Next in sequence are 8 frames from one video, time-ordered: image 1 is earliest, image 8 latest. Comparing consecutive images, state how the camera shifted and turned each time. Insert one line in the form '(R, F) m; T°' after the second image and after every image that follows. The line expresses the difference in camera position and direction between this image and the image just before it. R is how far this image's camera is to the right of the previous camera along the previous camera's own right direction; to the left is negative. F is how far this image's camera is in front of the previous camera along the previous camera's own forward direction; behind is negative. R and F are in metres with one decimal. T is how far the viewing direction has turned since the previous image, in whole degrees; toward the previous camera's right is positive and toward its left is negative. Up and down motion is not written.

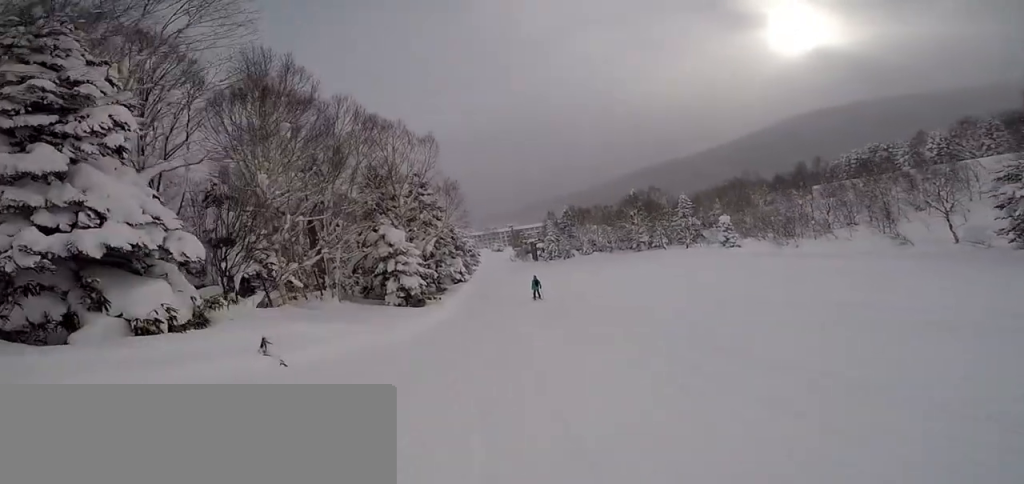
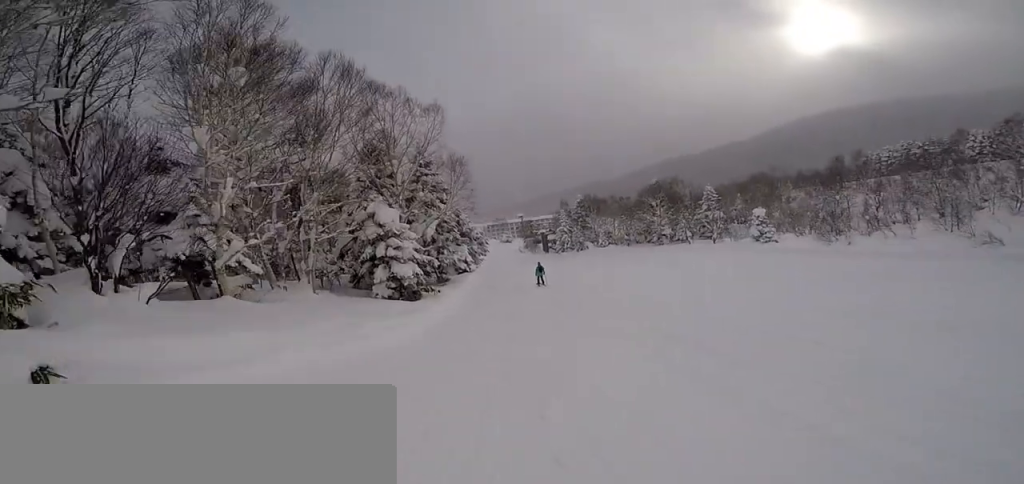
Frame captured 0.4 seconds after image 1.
(0.0, +4.3) m; 0°
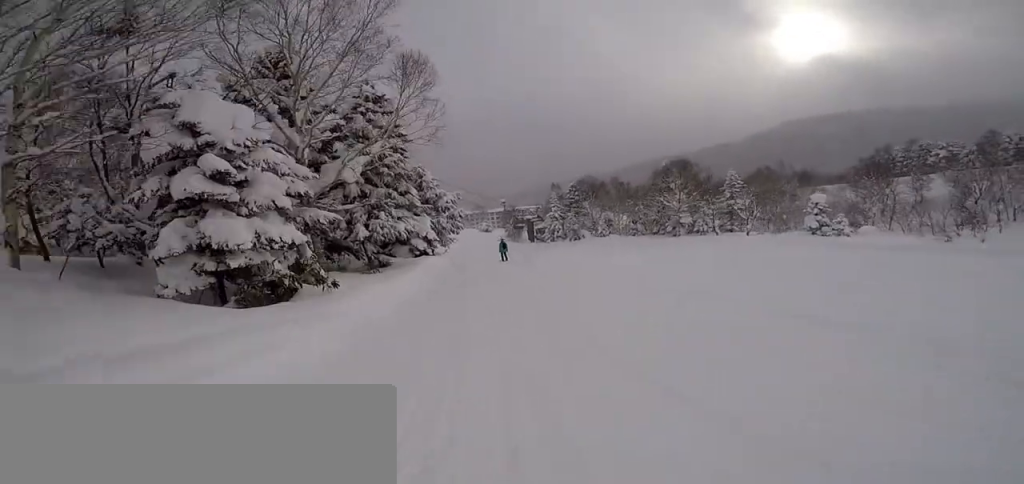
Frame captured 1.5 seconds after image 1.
(0.0, +11.5) m; 0°
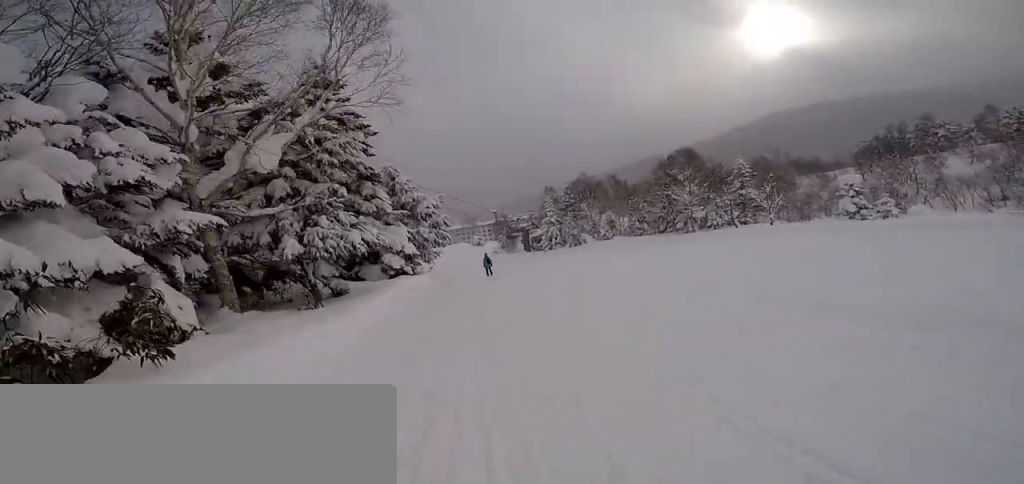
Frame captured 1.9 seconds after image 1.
(0.0, +4.9) m; 0°
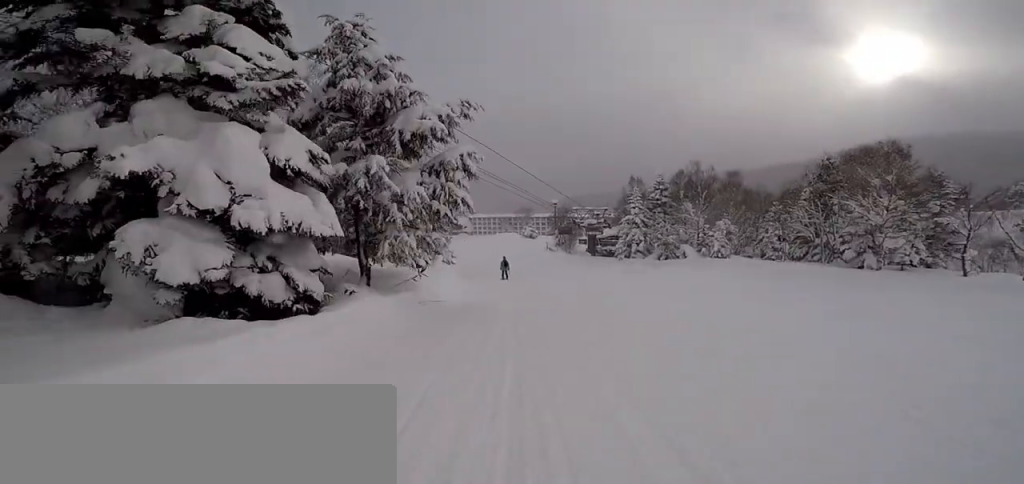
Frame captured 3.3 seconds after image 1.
(0.0, +14.7) m; 0°
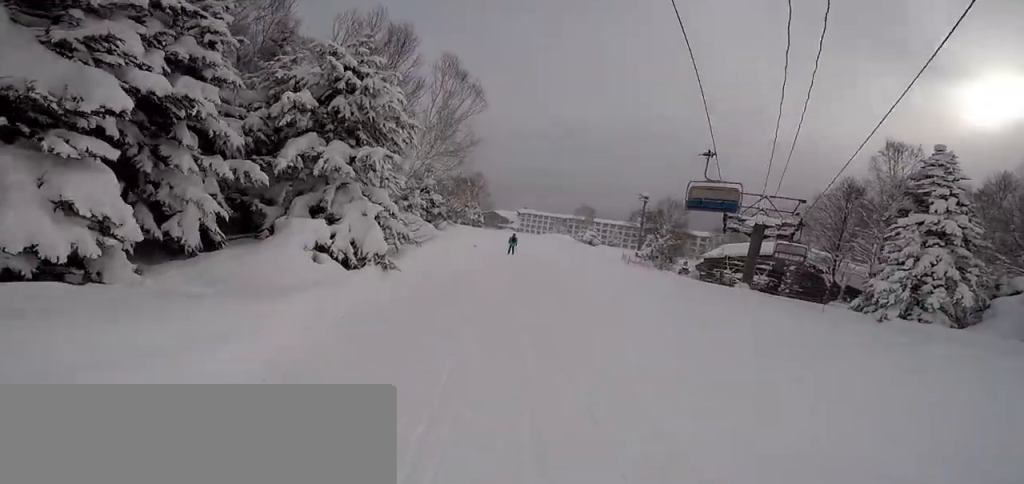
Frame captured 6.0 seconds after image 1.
(0.0, +29.8) m; 0°
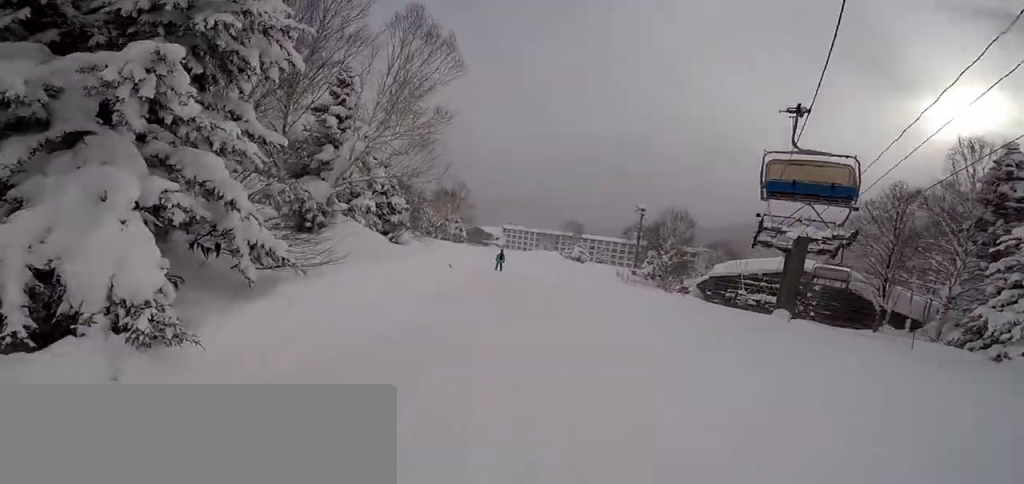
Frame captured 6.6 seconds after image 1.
(0.0, +5.9) m; 0°
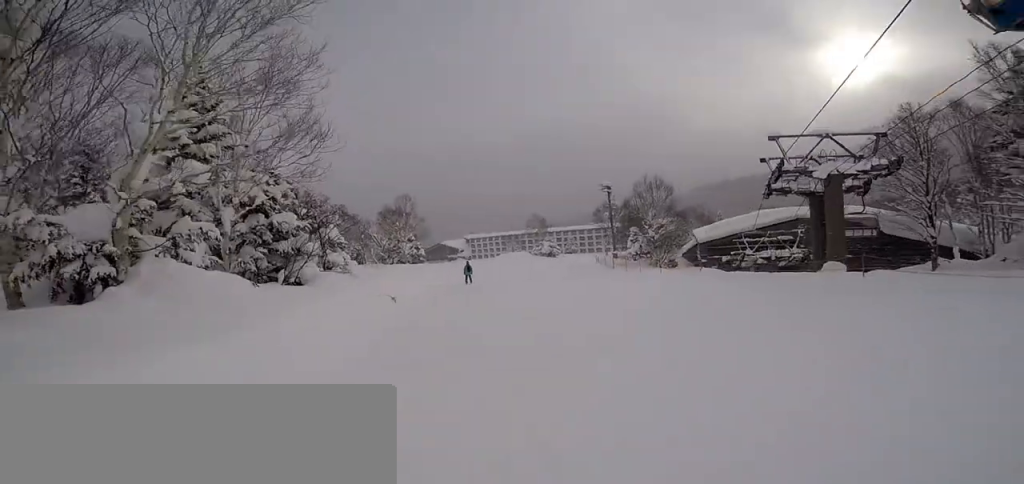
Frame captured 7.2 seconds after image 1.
(0.0, +6.0) m; 0°
